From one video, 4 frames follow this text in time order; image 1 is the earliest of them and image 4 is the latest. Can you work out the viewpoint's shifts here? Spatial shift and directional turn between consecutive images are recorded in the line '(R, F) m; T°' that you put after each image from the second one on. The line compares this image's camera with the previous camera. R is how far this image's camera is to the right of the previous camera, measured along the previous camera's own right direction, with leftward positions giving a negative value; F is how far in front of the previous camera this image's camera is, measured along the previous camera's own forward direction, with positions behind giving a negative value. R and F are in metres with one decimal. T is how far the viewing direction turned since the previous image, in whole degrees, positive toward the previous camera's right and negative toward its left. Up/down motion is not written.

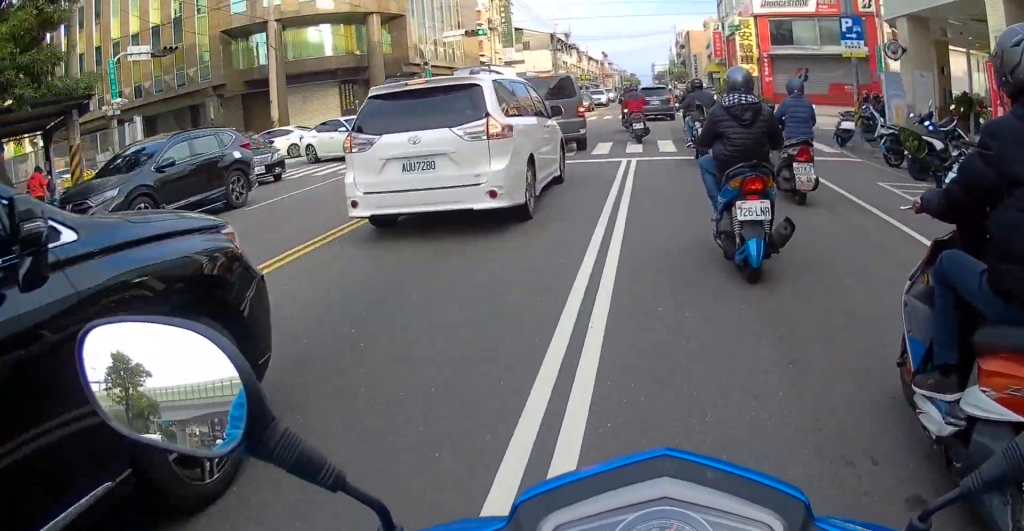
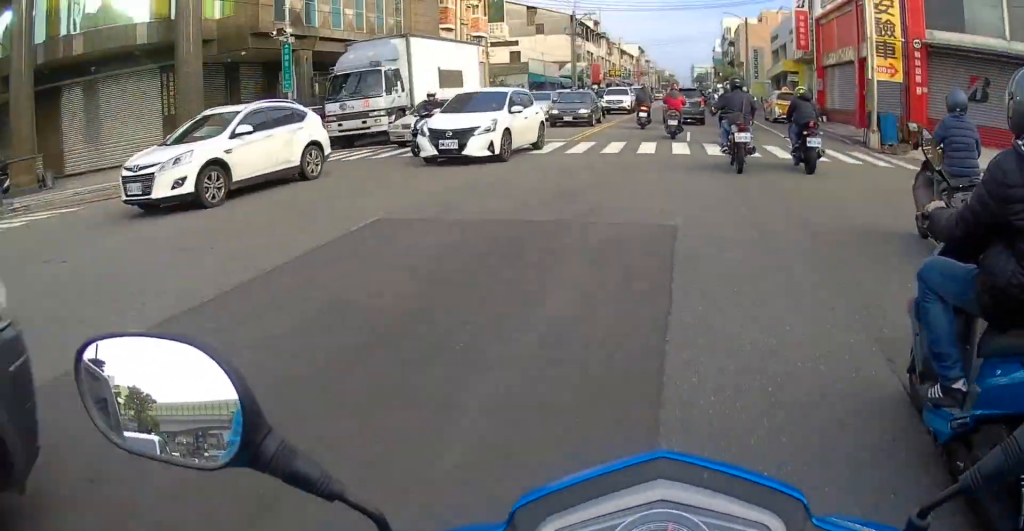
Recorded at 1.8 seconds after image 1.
(-0.2, +16.2) m; -6°
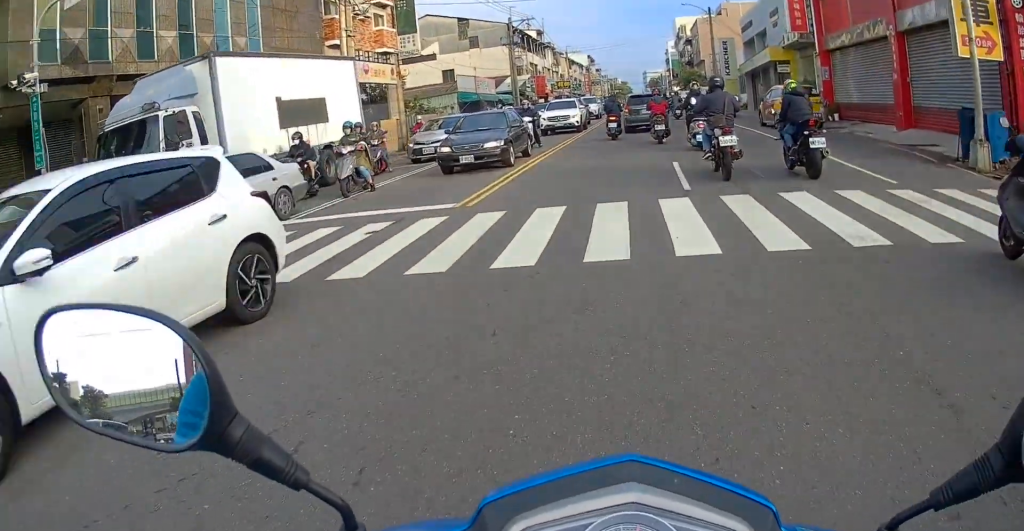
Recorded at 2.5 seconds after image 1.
(-0.3, +7.8) m; -2°
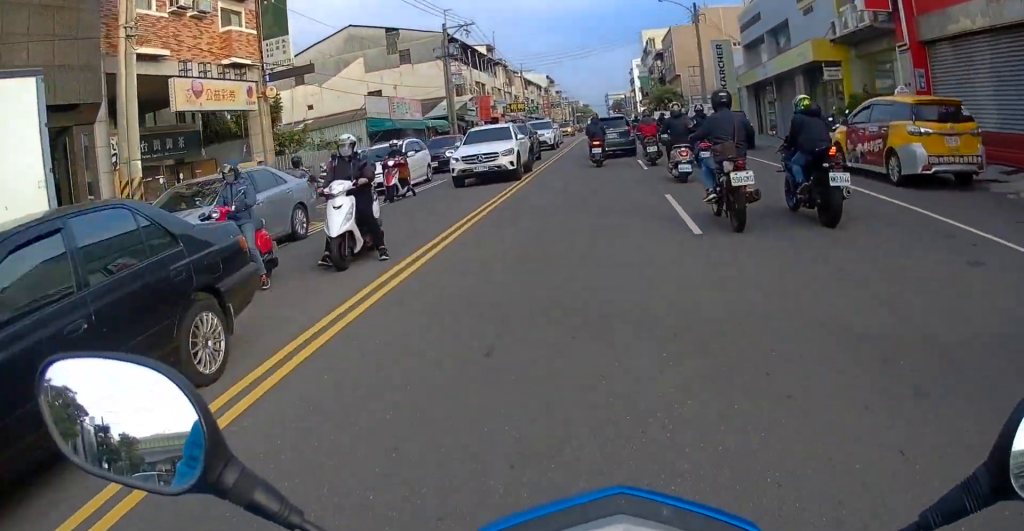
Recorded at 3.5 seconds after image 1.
(+0.1, +10.7) m; +1°
